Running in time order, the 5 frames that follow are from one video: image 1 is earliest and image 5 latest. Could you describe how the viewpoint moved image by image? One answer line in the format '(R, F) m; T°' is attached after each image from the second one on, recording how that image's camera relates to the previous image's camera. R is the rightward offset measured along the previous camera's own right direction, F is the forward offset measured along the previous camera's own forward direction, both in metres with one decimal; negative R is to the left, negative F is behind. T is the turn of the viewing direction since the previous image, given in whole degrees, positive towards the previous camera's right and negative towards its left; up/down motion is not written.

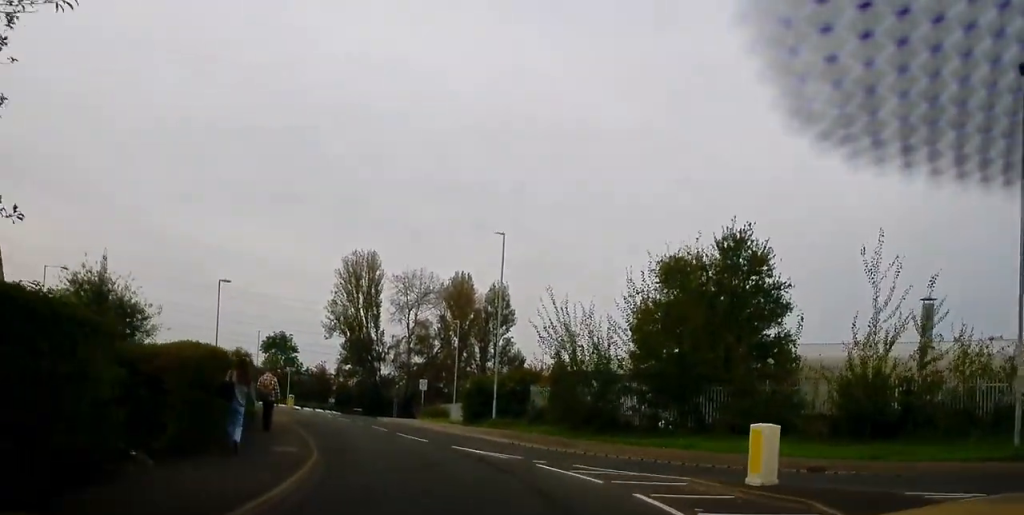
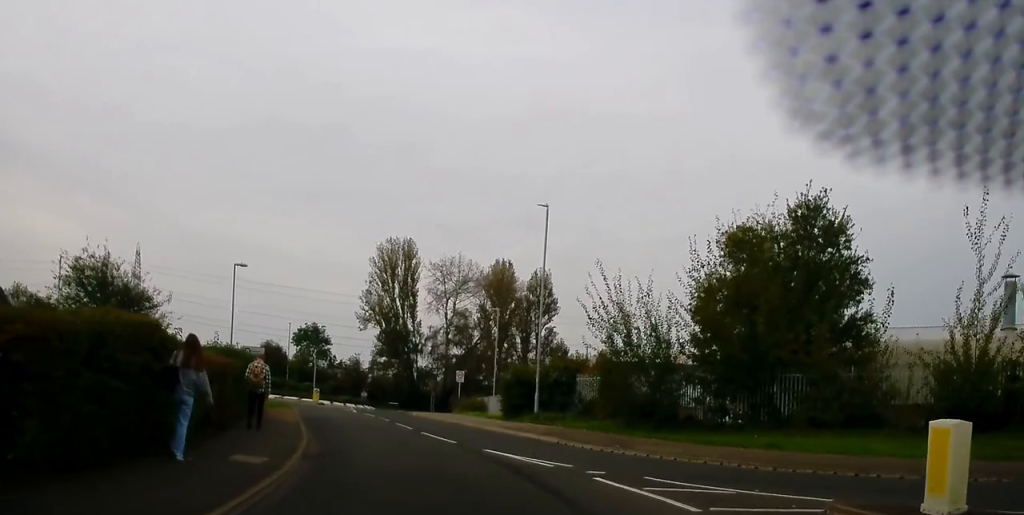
(0.0, +4.2) m; -2°
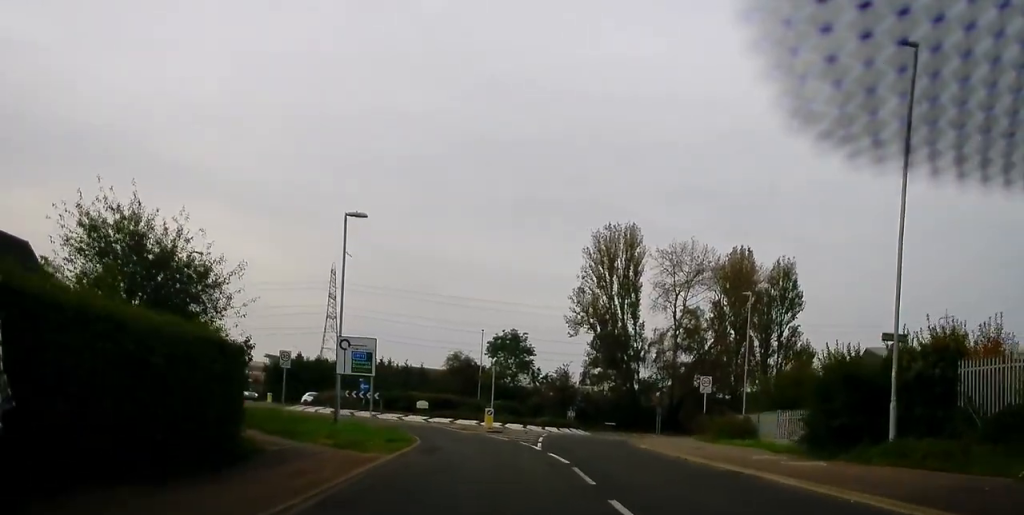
(-2.3, +18.6) m; -12°
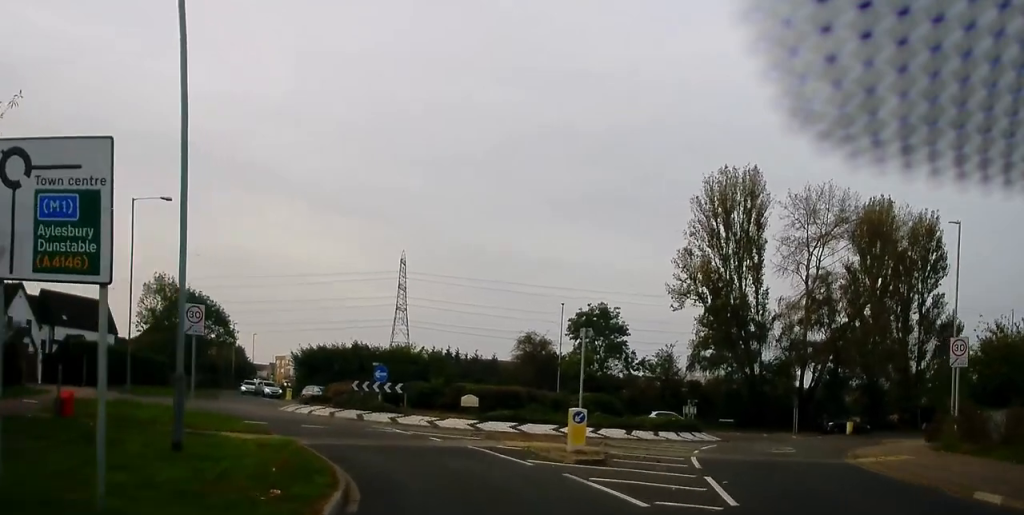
(-1.8, +19.1) m; -8°
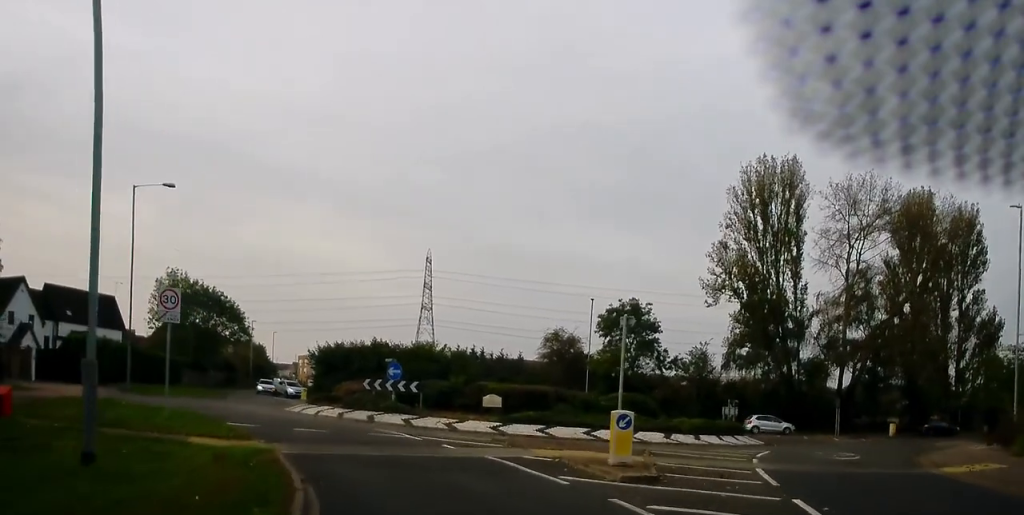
(+0.2, +3.5) m; -2°
